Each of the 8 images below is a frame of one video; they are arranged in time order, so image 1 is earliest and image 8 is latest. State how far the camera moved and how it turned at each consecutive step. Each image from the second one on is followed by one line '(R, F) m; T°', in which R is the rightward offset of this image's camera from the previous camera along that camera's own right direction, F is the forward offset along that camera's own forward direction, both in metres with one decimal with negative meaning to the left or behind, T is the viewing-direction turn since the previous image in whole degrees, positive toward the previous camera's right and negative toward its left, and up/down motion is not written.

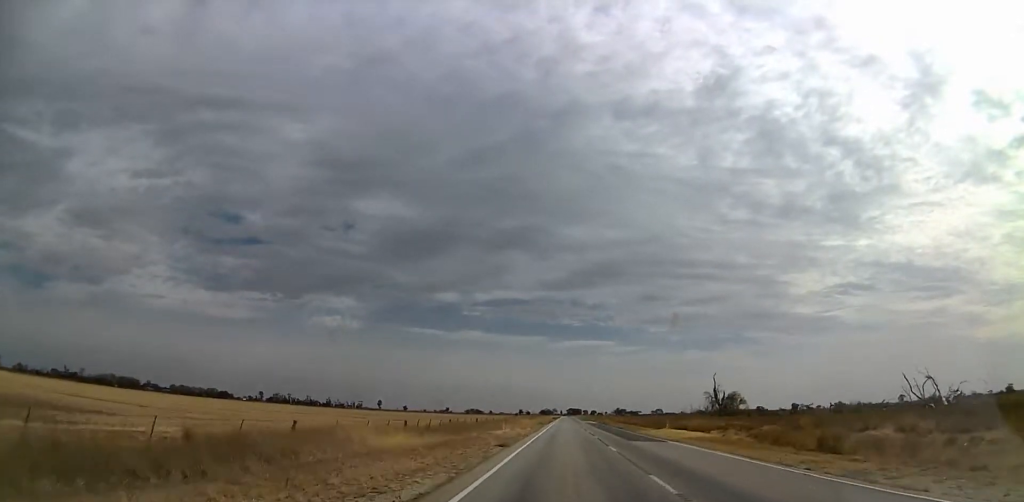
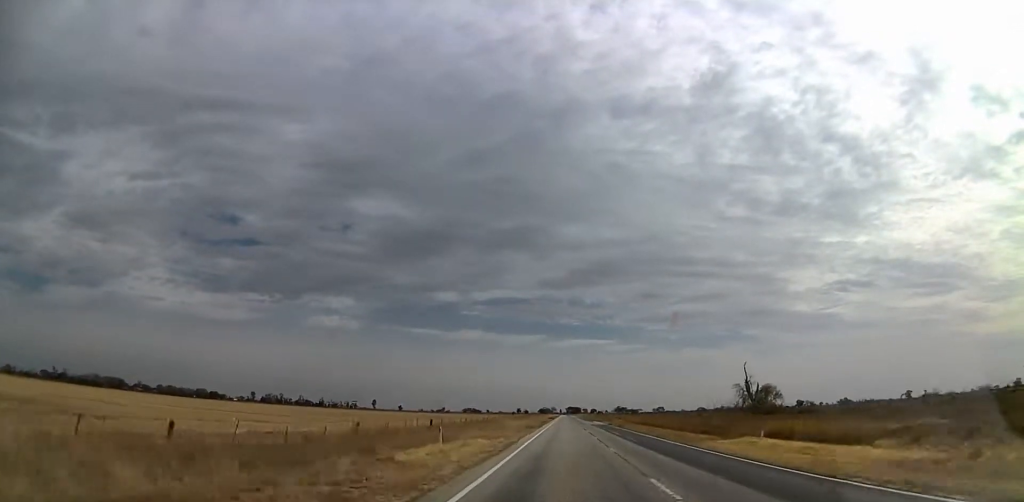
(0.0, +25.2) m; 0°
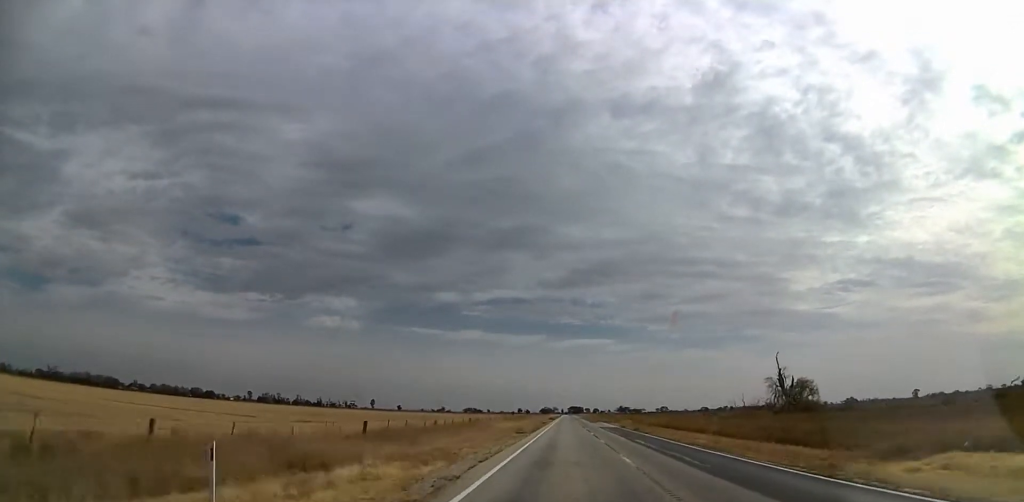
(0.0, +17.0) m; 0°
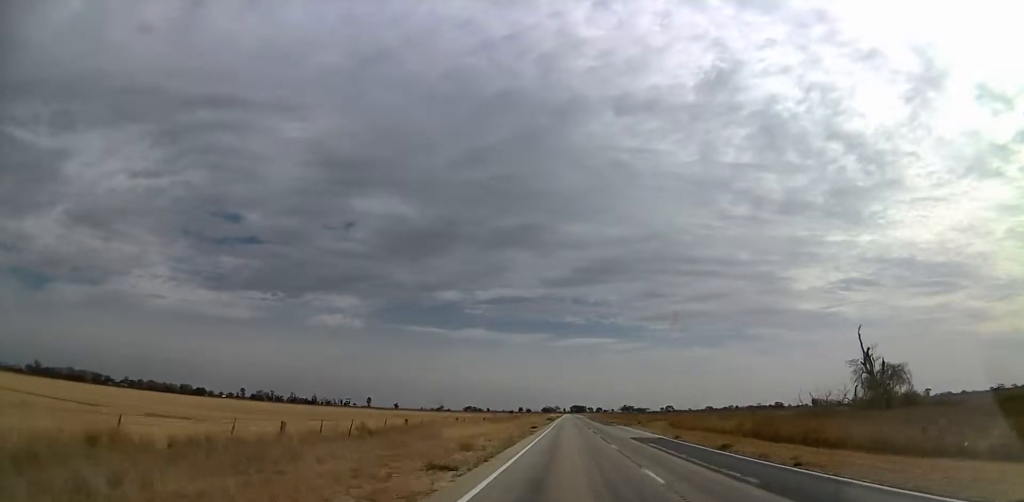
(0.0, +28.8) m; 0°
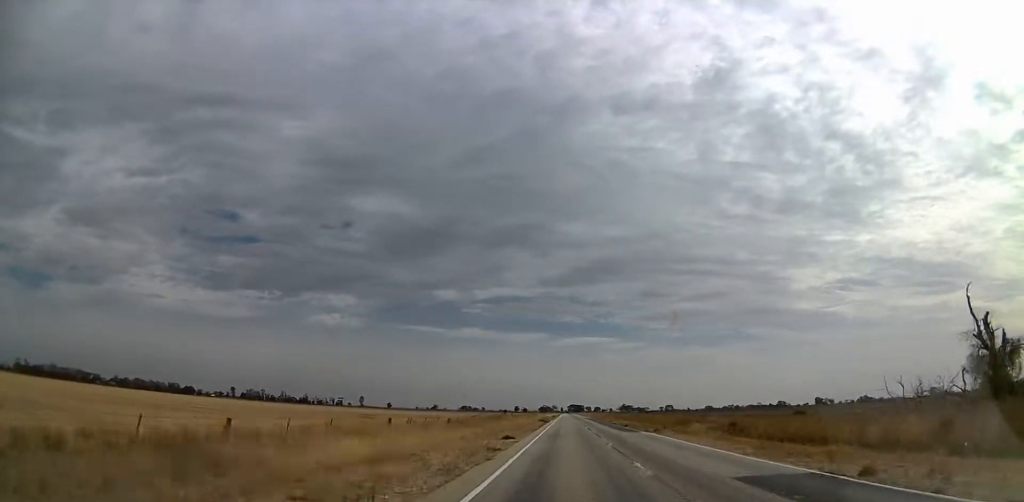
(0.0, +22.6) m; 0°
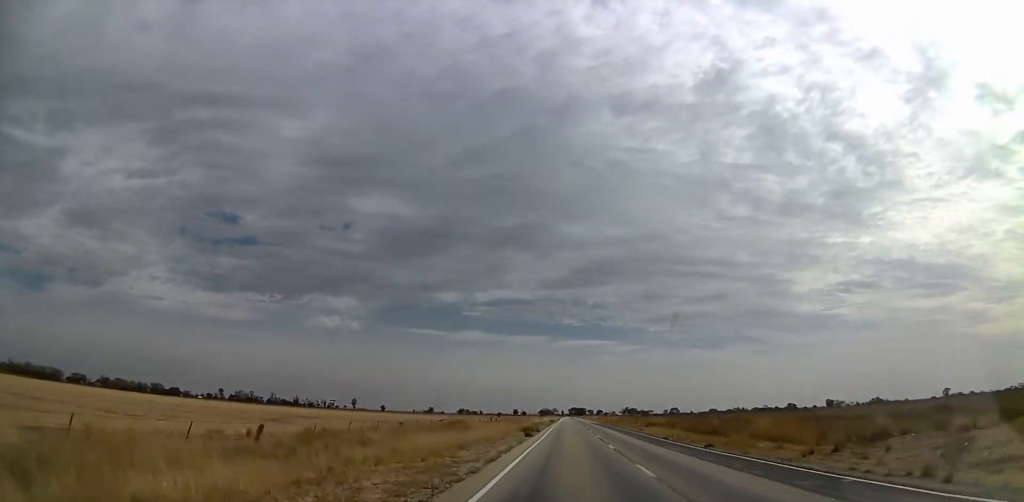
(0.0, +36.0) m; 0°
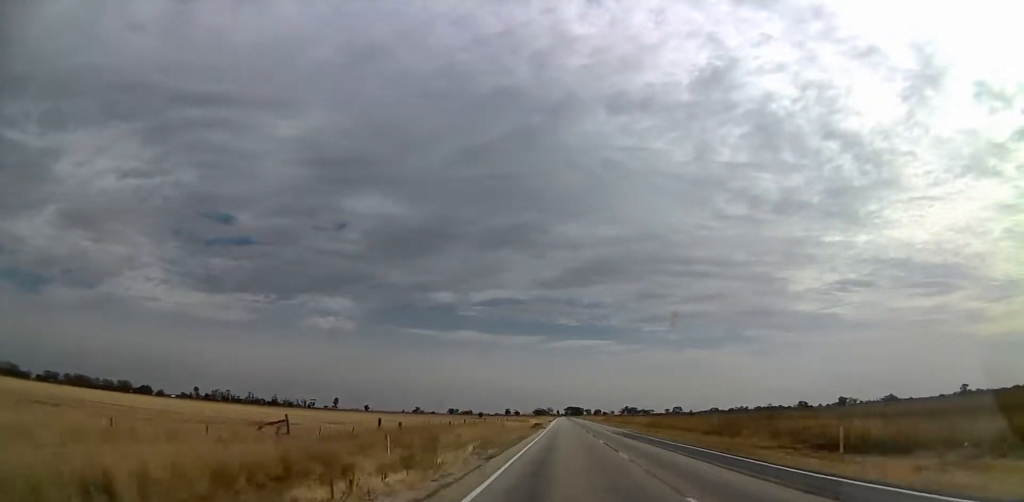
(+0.8, +54.9) m; +3°
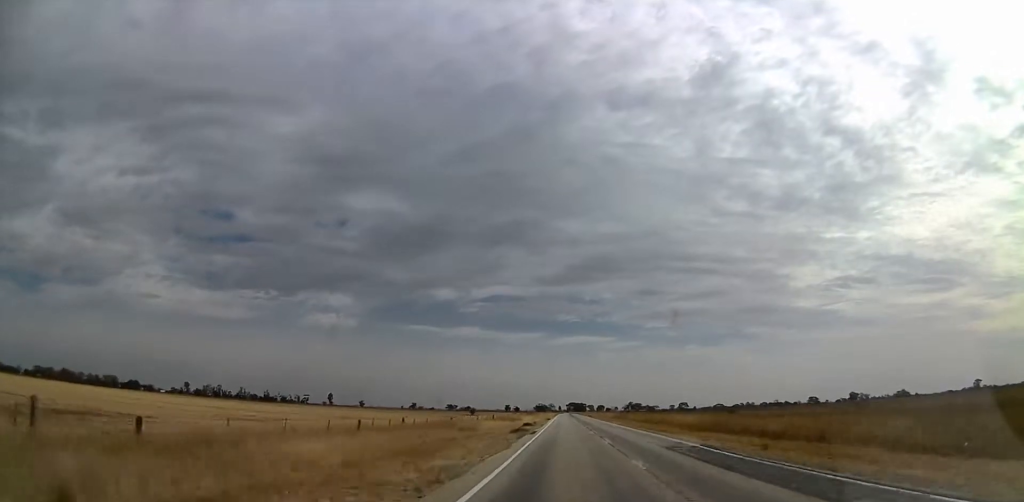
(+0.7, +27.1) m; -1°
